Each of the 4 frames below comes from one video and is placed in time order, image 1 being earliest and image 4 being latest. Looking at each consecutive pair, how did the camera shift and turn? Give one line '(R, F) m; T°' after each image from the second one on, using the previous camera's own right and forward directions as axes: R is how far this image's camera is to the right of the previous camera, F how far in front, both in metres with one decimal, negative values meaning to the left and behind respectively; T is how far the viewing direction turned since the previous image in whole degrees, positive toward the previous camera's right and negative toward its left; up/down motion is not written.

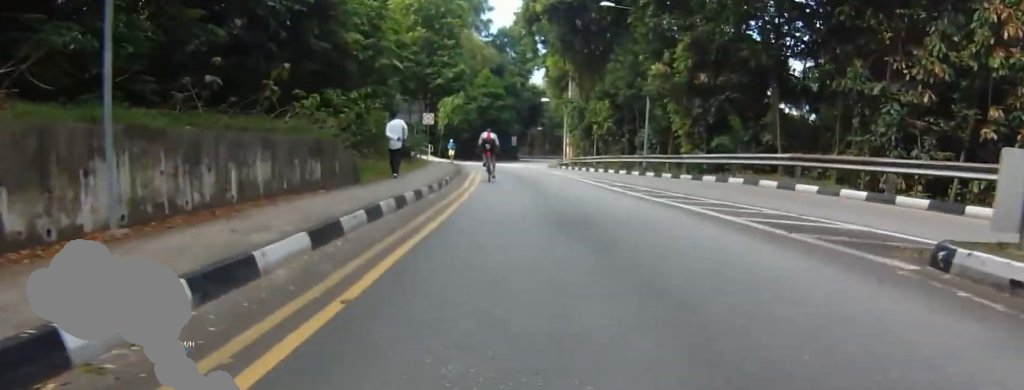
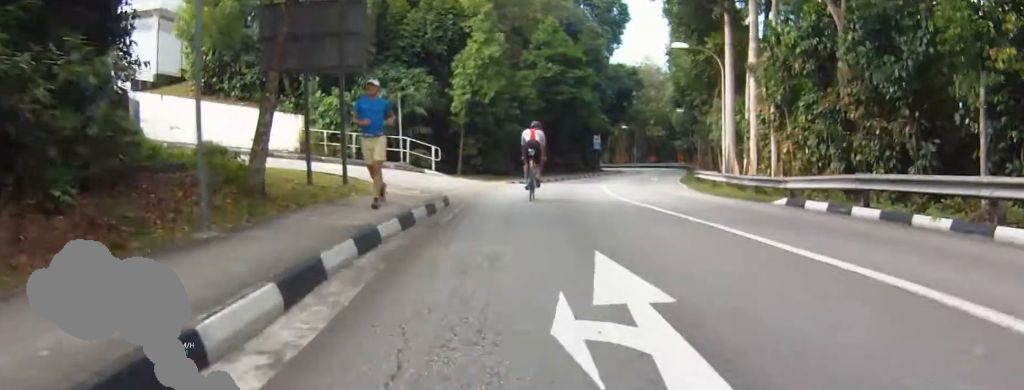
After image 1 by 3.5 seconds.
(+8.1, +11.8) m; +40°
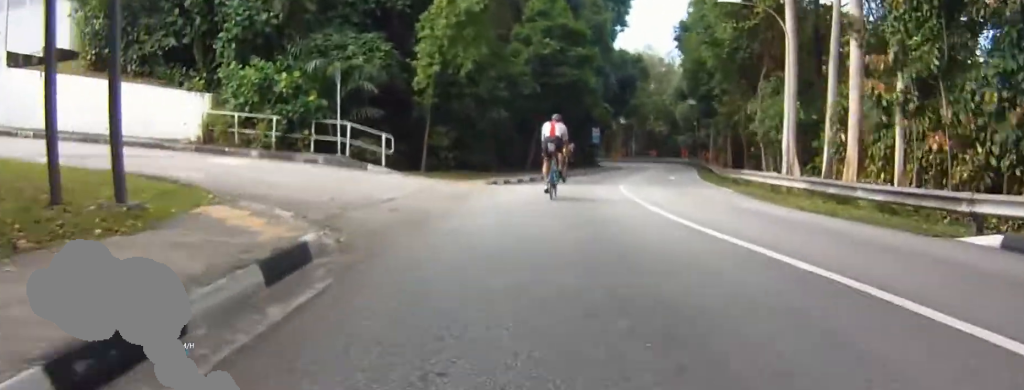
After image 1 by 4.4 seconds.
(+0.5, +4.4) m; +7°
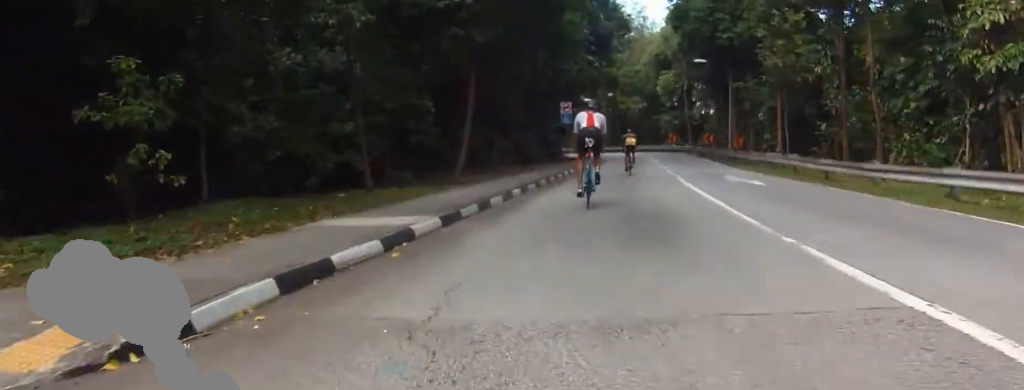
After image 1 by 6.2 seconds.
(+2.0, +15.1) m; +10°
